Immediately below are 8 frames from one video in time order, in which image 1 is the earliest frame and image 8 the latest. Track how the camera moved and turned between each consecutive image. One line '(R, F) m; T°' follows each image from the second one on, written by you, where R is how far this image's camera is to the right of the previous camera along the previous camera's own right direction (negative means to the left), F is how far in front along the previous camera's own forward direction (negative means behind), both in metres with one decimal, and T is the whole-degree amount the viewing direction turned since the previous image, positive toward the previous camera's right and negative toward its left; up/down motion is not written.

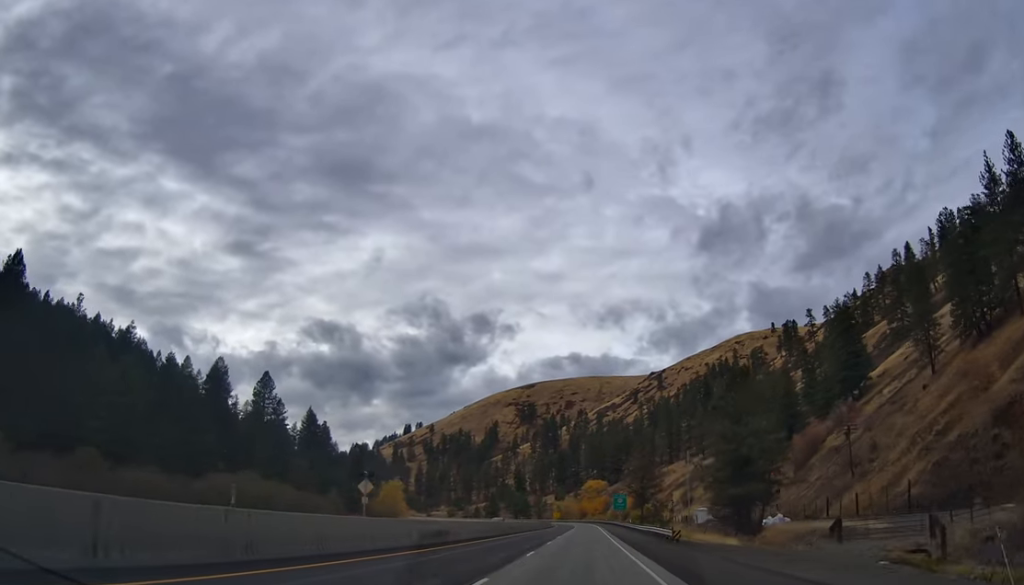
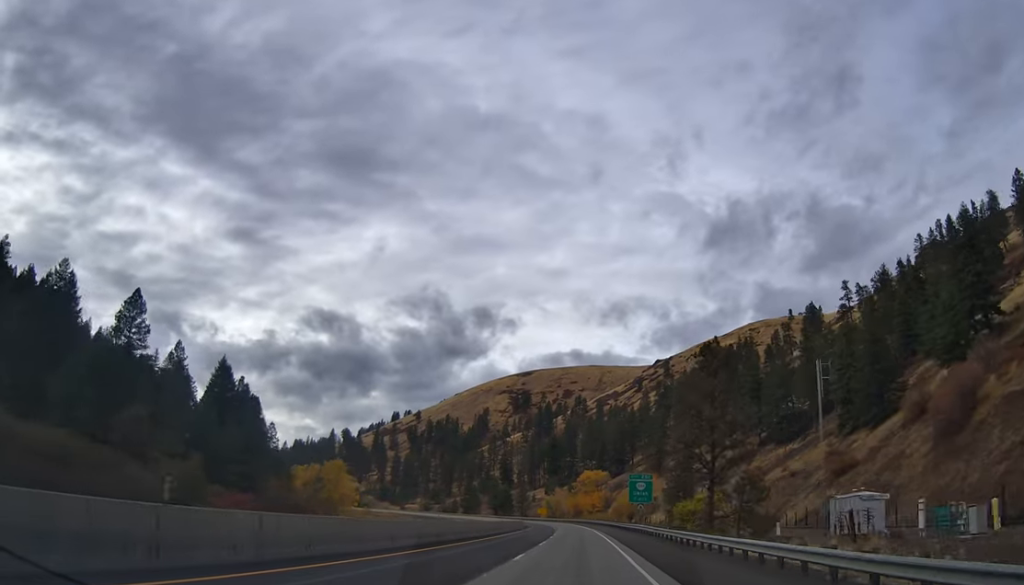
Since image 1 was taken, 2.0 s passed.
(+2.1, +62.0) m; +2°
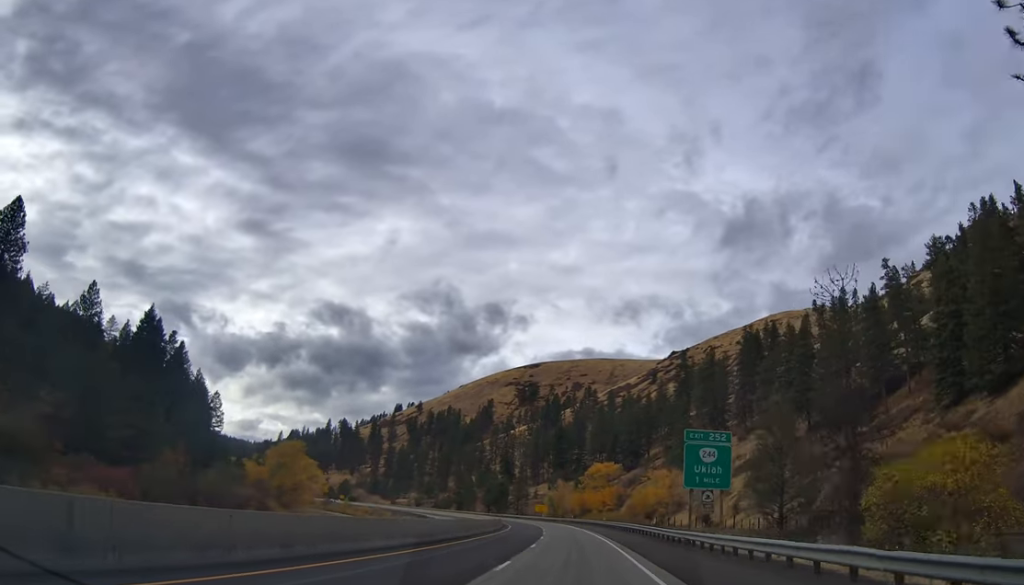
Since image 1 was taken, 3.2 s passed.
(-0.4, +40.0) m; -1°
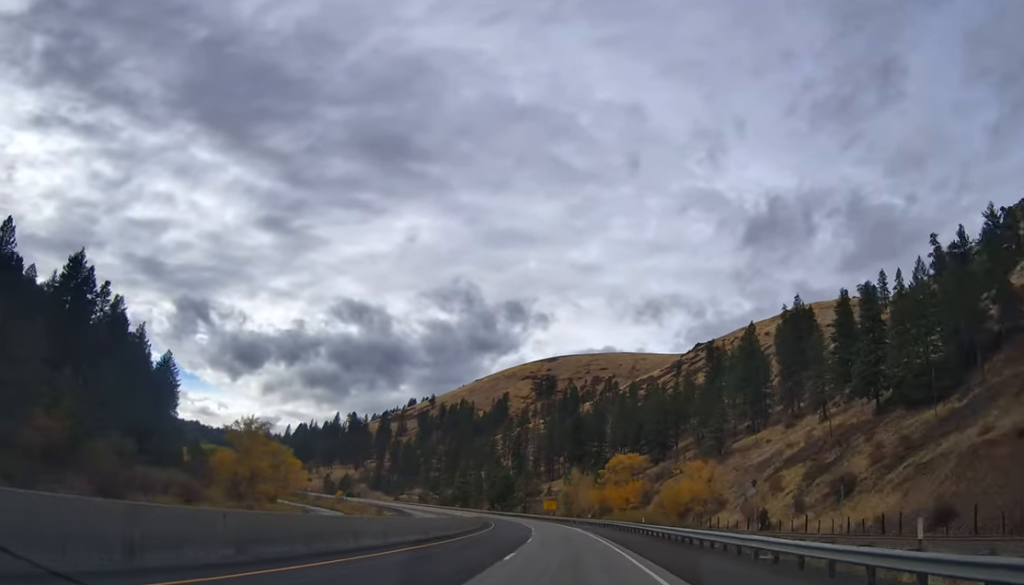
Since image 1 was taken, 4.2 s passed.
(-0.2, +32.9) m; 0°
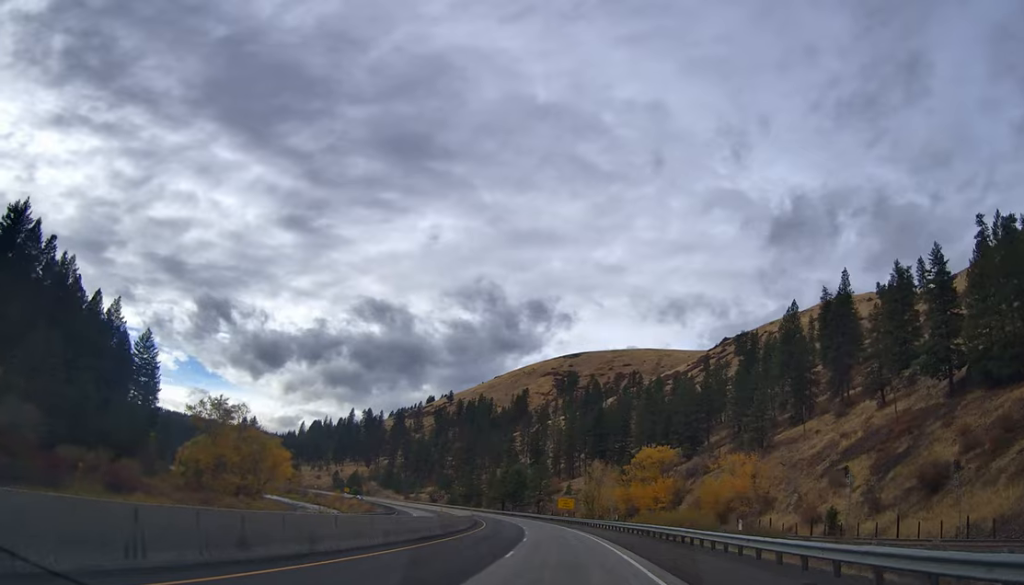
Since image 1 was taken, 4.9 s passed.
(0.0, +23.2) m; -1°
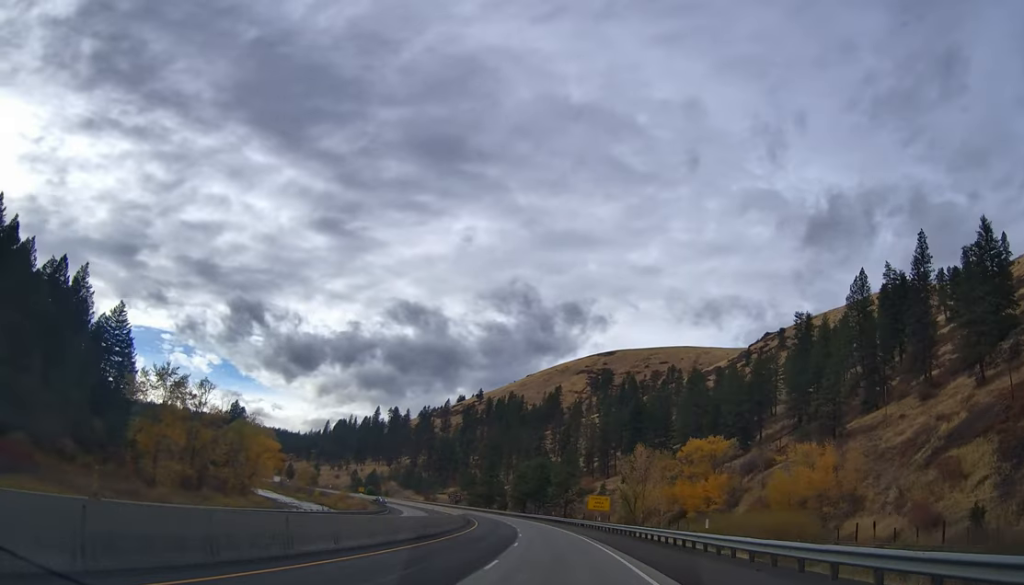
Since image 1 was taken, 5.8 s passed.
(-0.1, +28.8) m; -2°
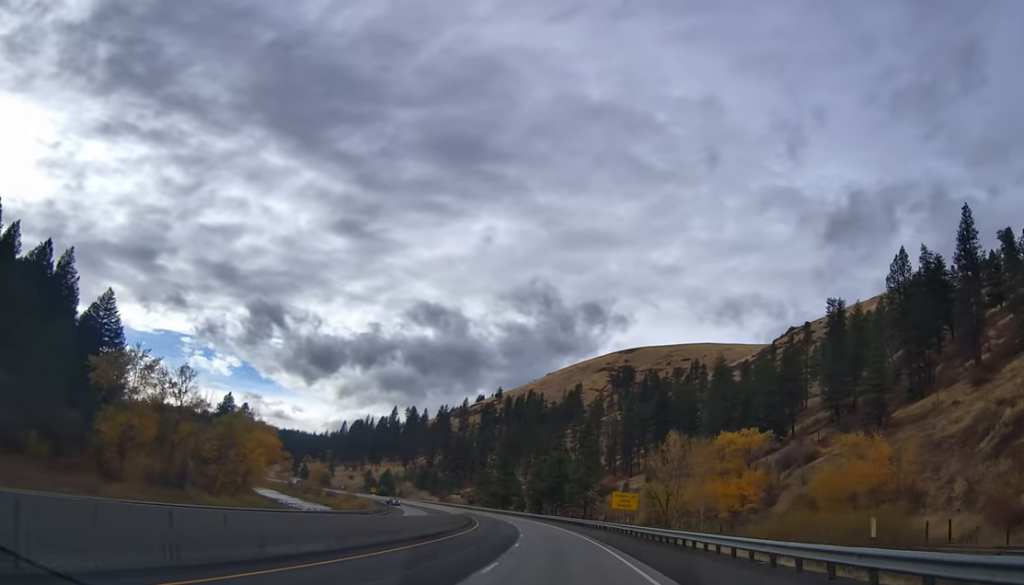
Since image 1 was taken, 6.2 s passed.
(-0.2, +13.3) m; -1°
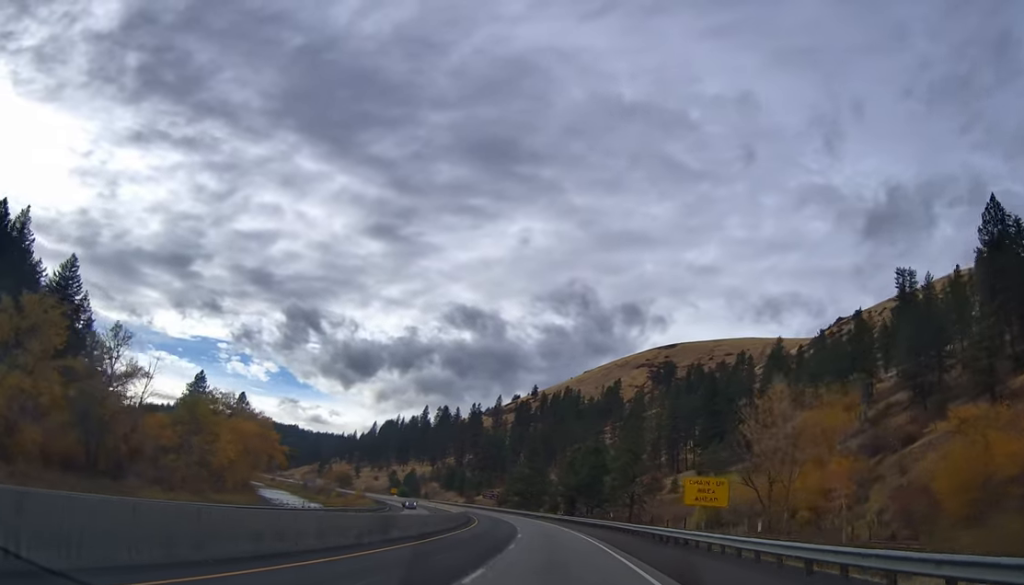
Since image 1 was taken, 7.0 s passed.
(-0.6, +27.5) m; -2°
